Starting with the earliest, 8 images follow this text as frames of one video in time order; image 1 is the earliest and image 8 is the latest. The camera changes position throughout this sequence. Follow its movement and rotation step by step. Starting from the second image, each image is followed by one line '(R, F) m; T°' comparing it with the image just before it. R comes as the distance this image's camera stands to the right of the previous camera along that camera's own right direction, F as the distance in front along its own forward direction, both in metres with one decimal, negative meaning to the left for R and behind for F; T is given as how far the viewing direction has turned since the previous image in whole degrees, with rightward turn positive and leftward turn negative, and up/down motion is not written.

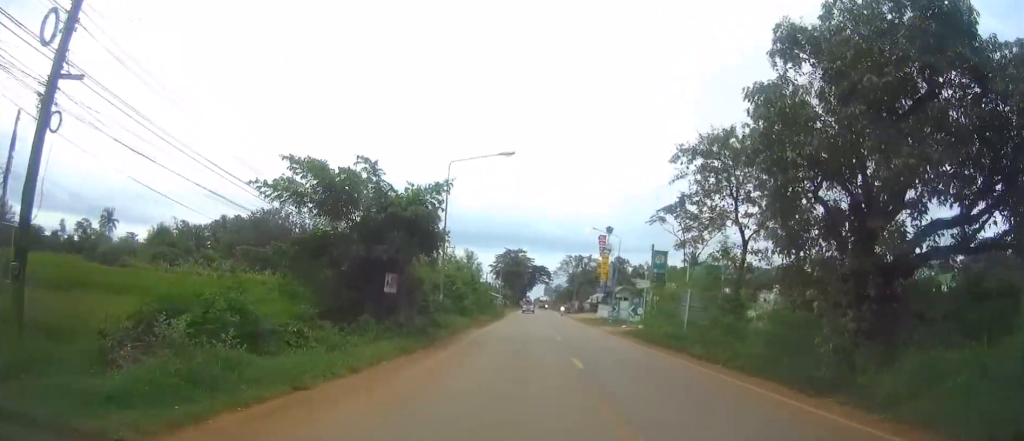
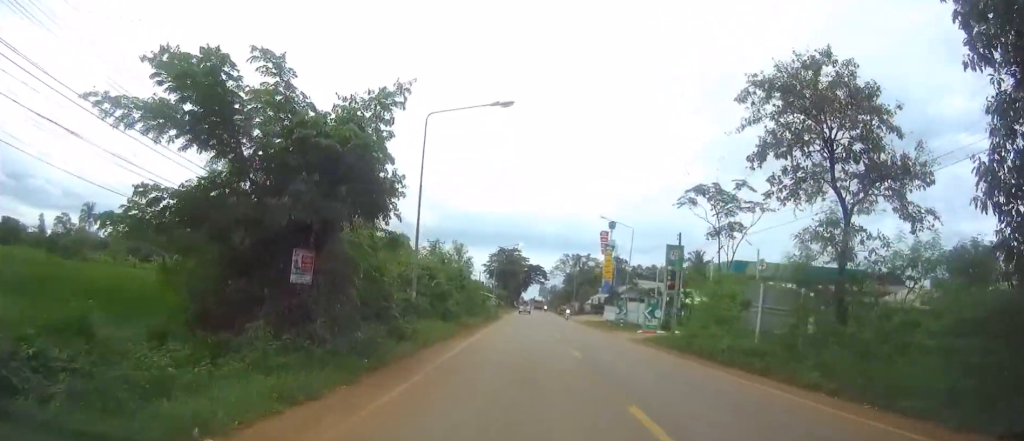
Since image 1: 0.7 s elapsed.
(0.0, +9.7) m; 0°
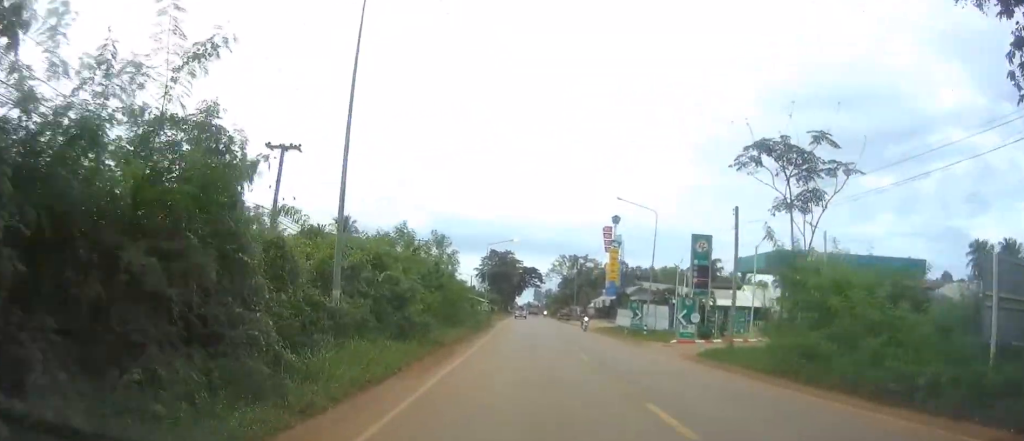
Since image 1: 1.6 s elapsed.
(0.0, +11.9) m; 0°
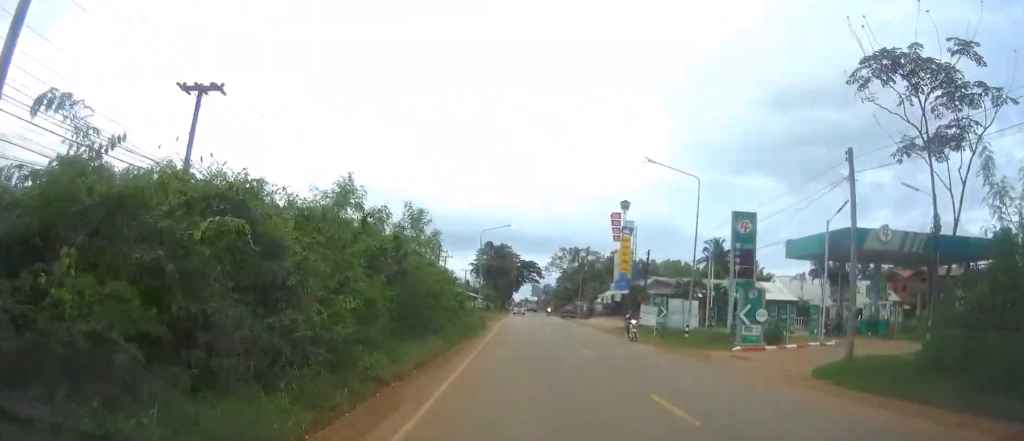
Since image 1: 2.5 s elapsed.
(+0.1, +11.5) m; 0°
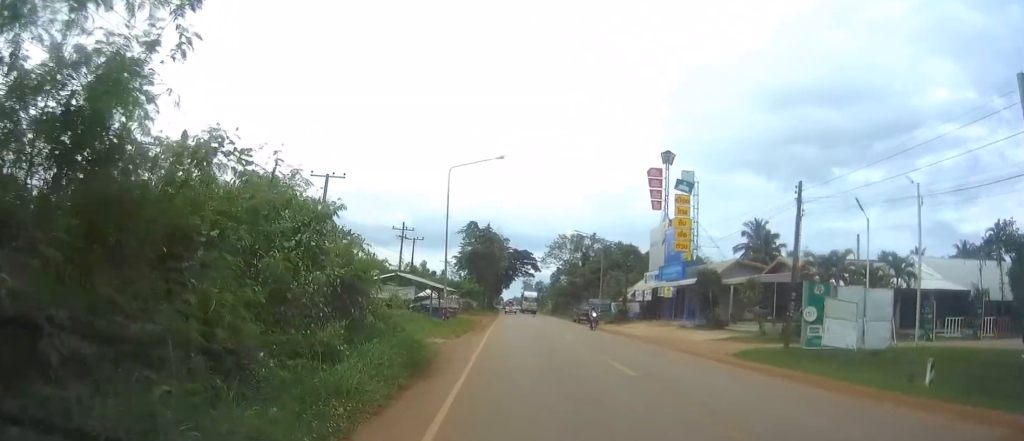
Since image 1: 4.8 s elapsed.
(+0.3, +31.5) m; +1°
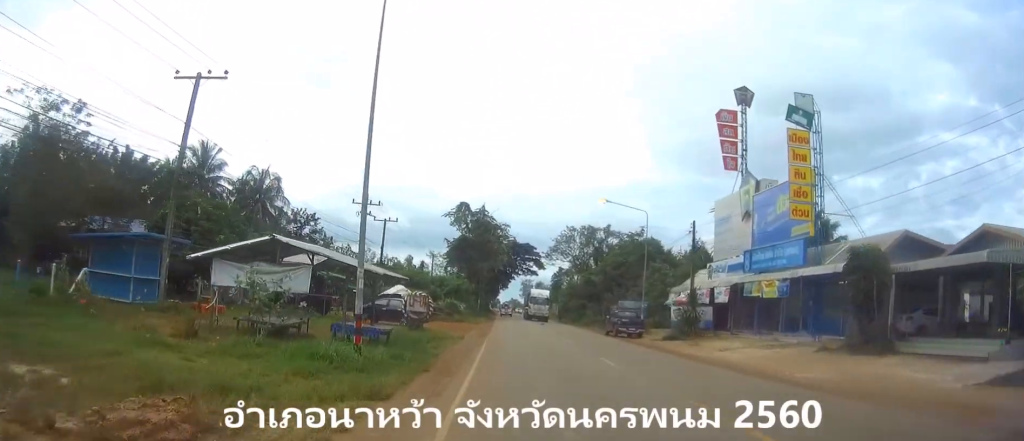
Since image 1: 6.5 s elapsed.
(-0.1, +22.4) m; +1°
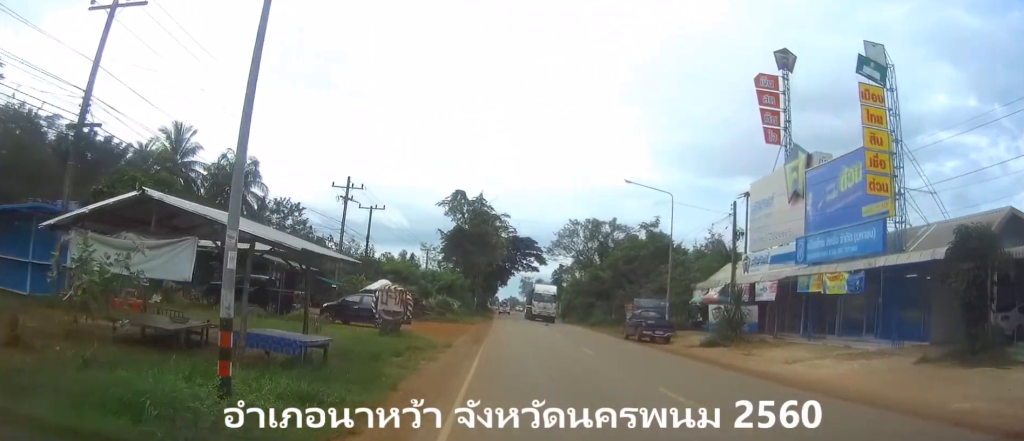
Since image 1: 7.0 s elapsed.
(+0.1, +7.7) m; +1°
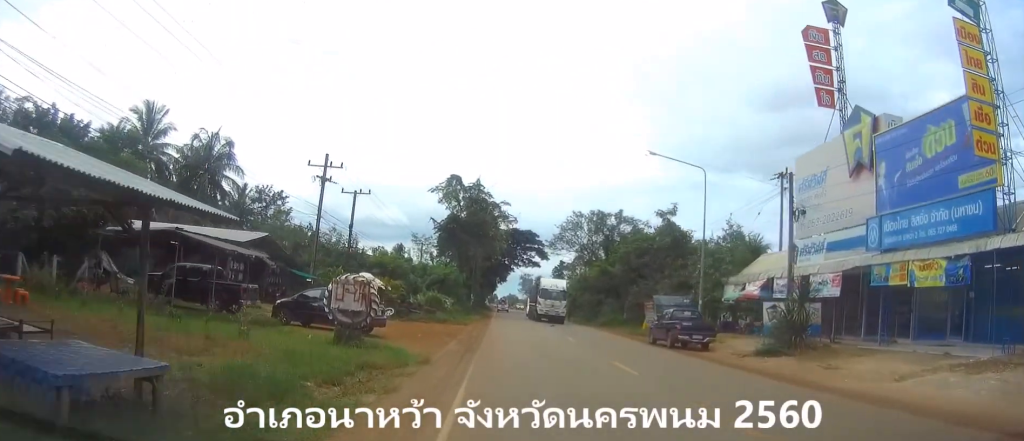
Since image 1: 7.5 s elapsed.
(0.0, +6.8) m; 0°
